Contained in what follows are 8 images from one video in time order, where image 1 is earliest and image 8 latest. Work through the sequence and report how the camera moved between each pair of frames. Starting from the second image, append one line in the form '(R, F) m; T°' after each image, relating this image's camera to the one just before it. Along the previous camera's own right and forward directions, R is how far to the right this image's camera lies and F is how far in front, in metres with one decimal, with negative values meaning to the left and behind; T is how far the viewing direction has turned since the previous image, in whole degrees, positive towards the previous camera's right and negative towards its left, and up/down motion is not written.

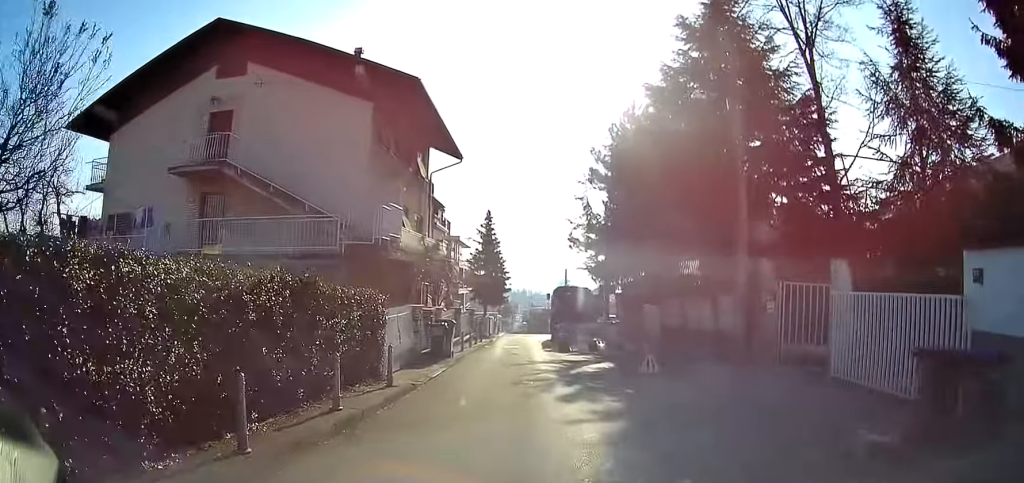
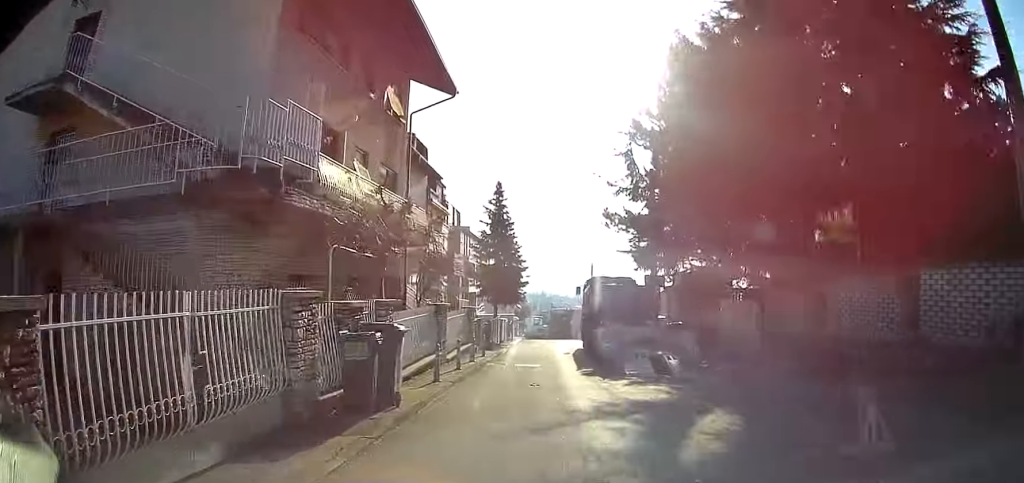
(-0.1, +9.8) m; -2°
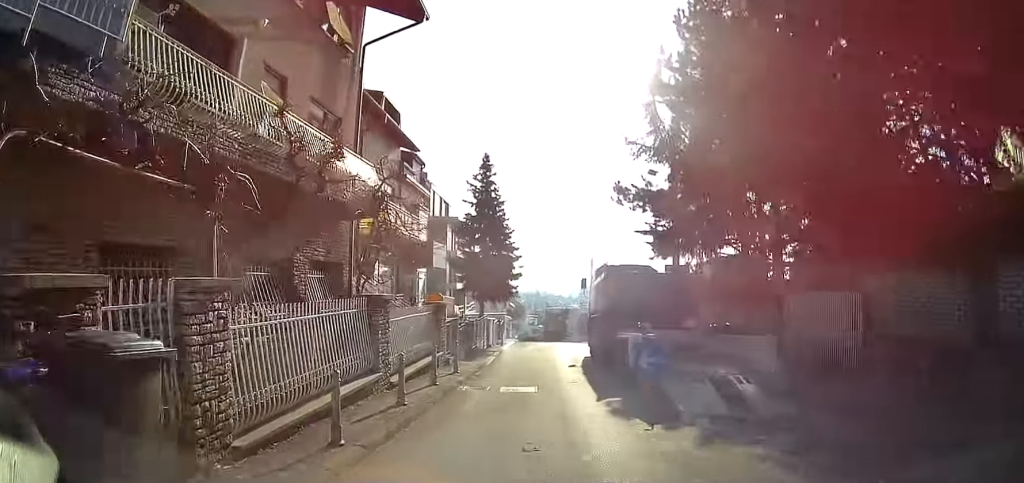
(-0.1, +5.9) m; -1°
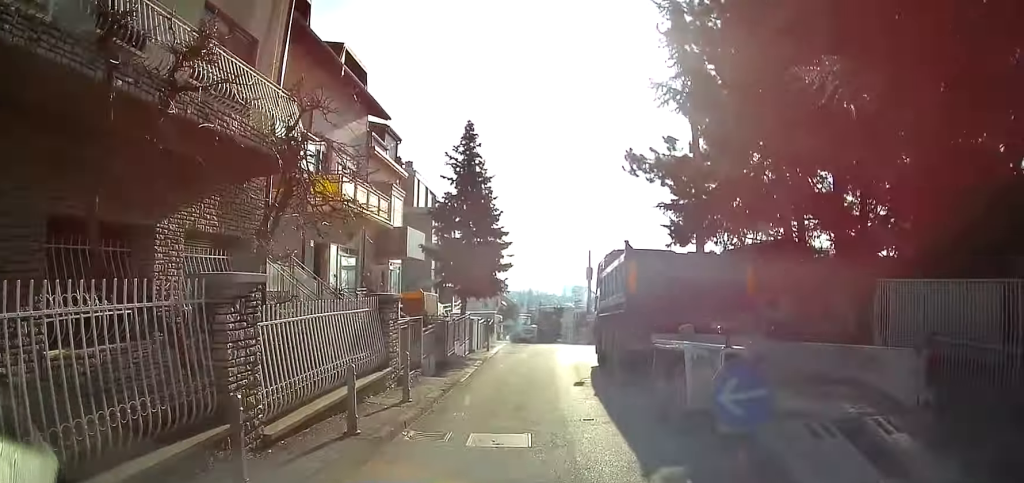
(-0.2, +4.9) m; 0°
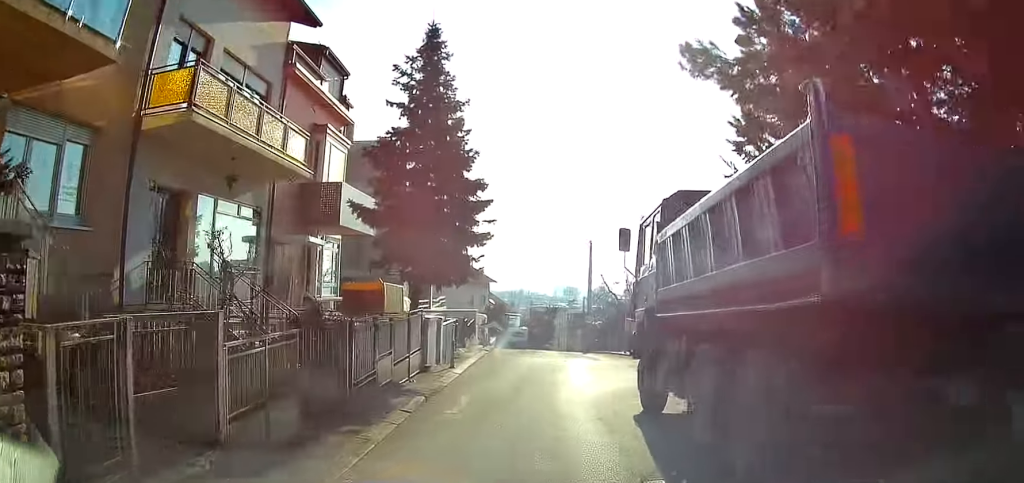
(+0.1, +8.7) m; +2°
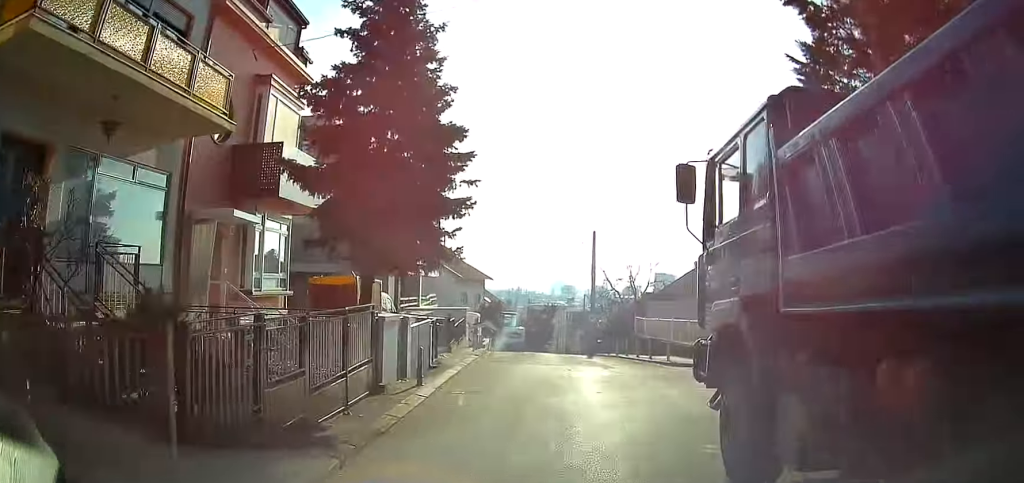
(0.0, +4.4) m; +2°
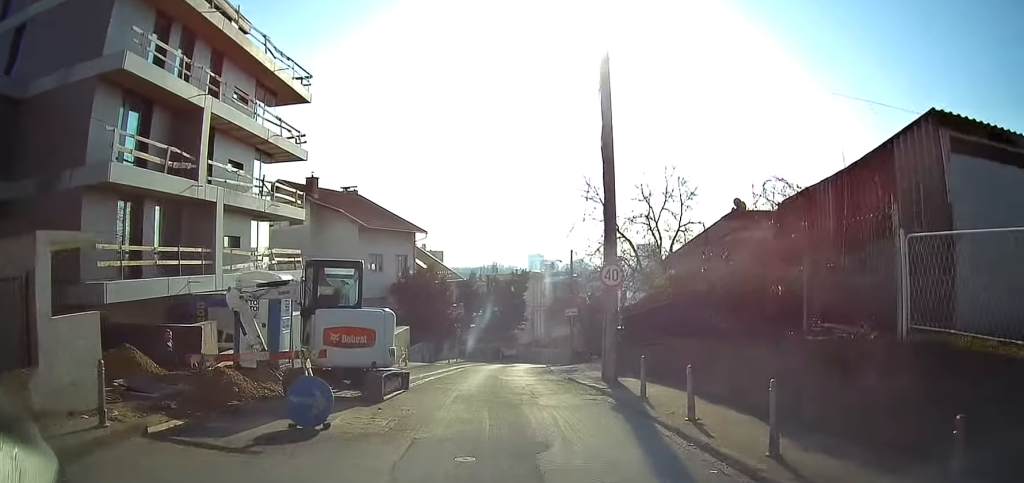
(+0.7, +27.0) m; -2°
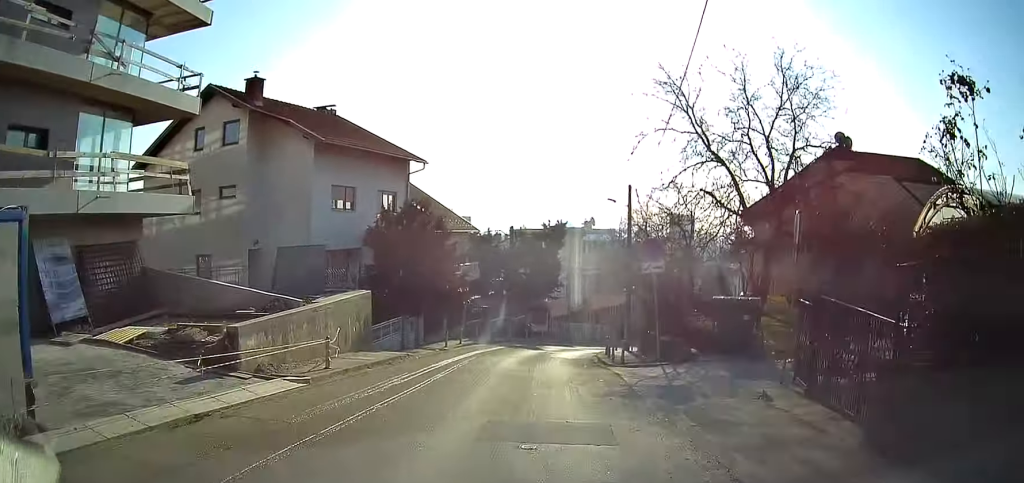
(-0.5, +13.9) m; -3°
